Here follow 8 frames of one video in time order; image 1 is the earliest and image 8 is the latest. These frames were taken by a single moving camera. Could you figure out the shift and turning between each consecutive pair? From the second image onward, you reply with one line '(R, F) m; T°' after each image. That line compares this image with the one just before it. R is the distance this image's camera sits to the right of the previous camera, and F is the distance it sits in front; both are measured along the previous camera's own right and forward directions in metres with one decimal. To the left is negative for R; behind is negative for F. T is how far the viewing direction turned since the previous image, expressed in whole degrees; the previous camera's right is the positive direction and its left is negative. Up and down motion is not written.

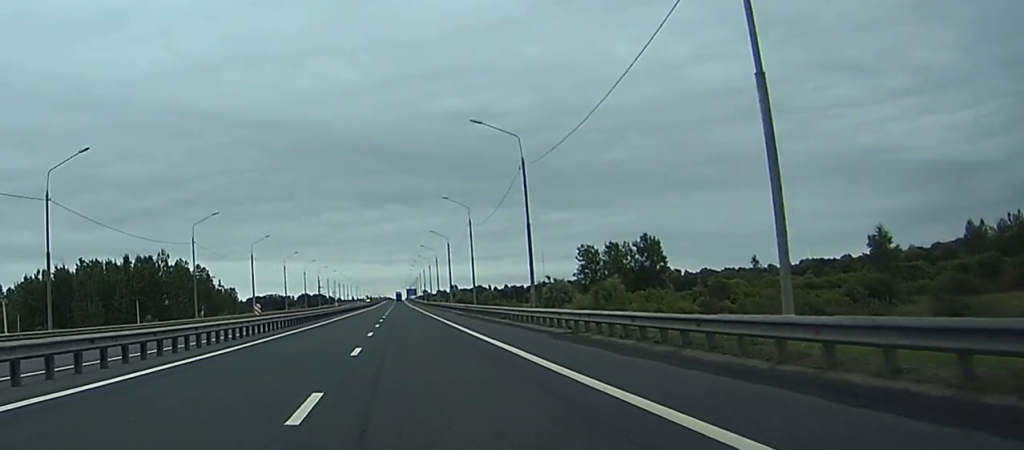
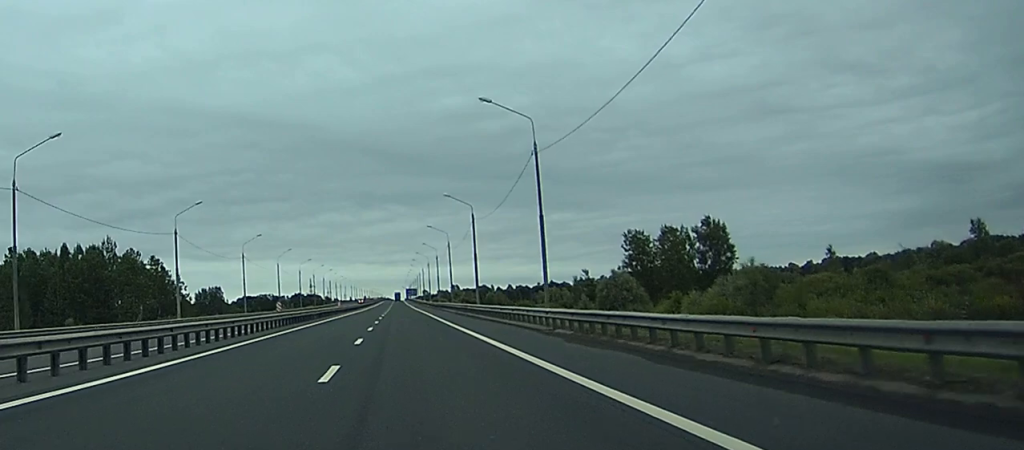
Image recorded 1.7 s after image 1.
(0.0, +43.1) m; 0°
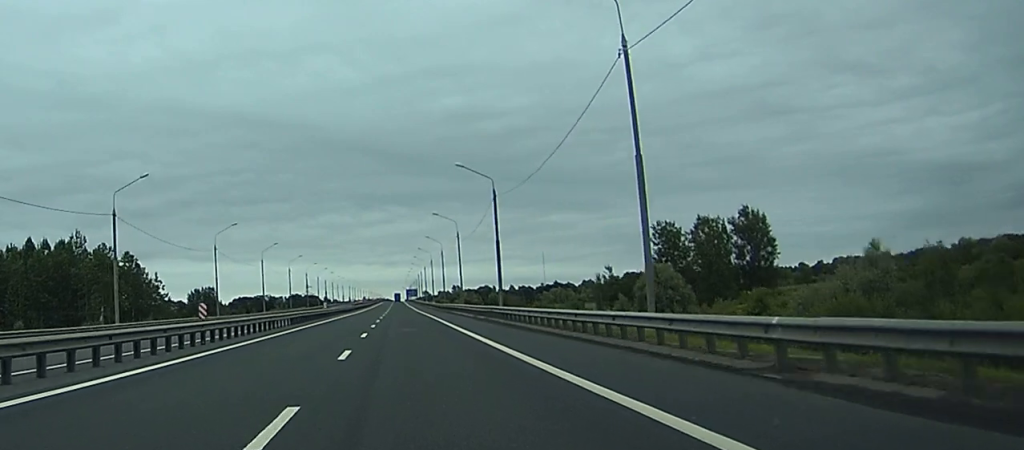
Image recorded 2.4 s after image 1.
(0.0, +18.7) m; 0°
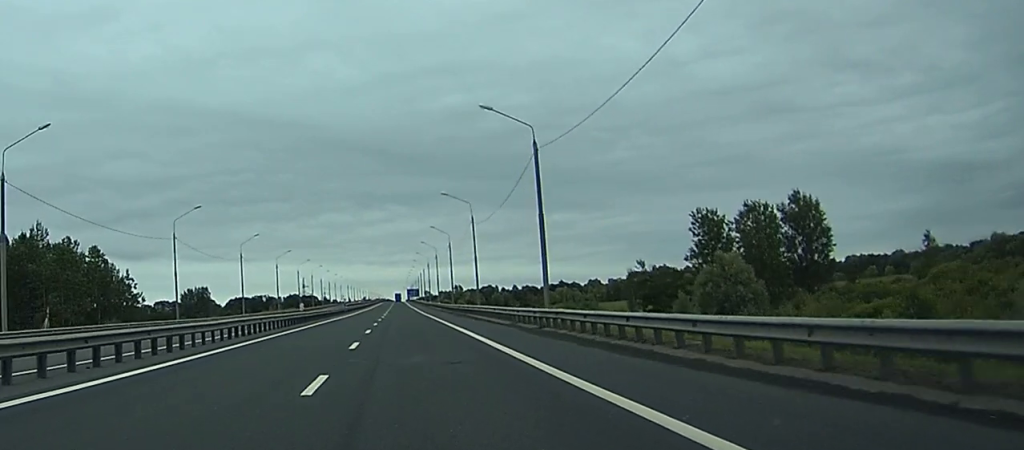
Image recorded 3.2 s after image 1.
(0.0, +19.5) m; 0°
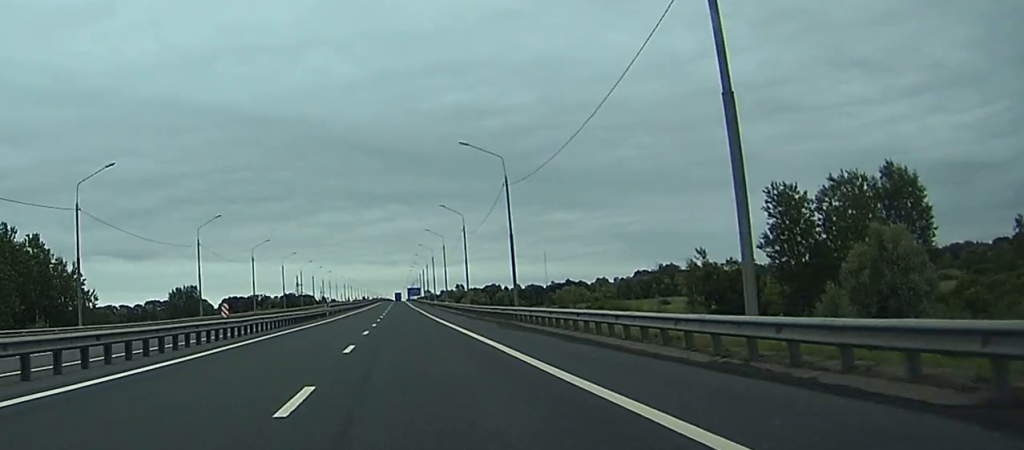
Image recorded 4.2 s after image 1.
(+0.1, +26.1) m; 0°
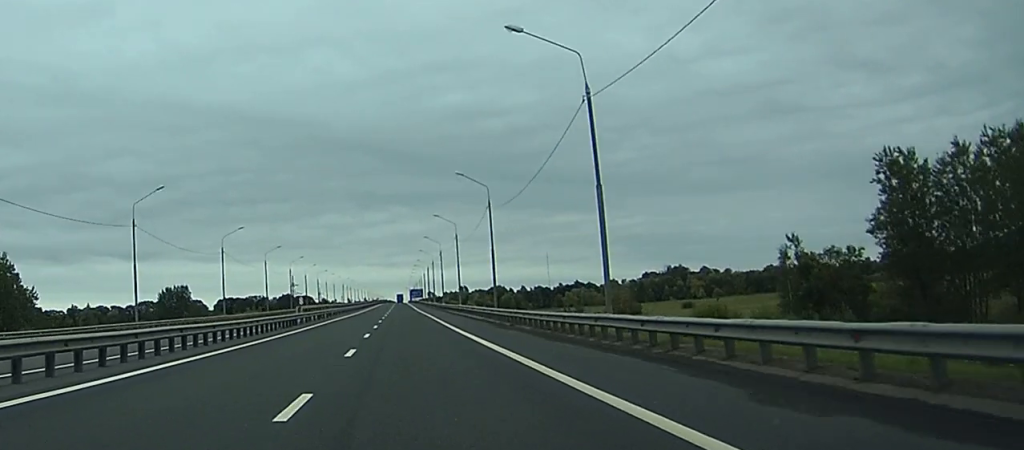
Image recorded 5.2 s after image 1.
(0.0, +24.2) m; 0°
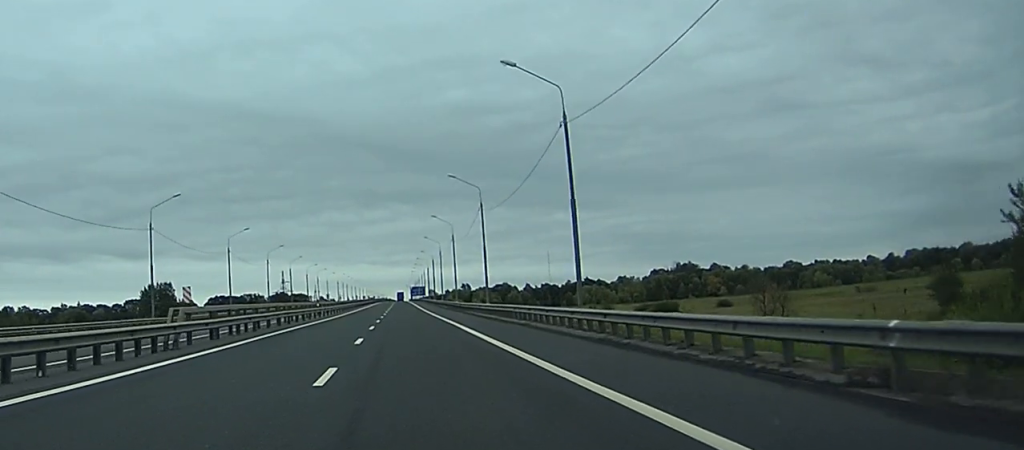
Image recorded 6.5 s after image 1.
(-0.1, +31.5) m; 0°
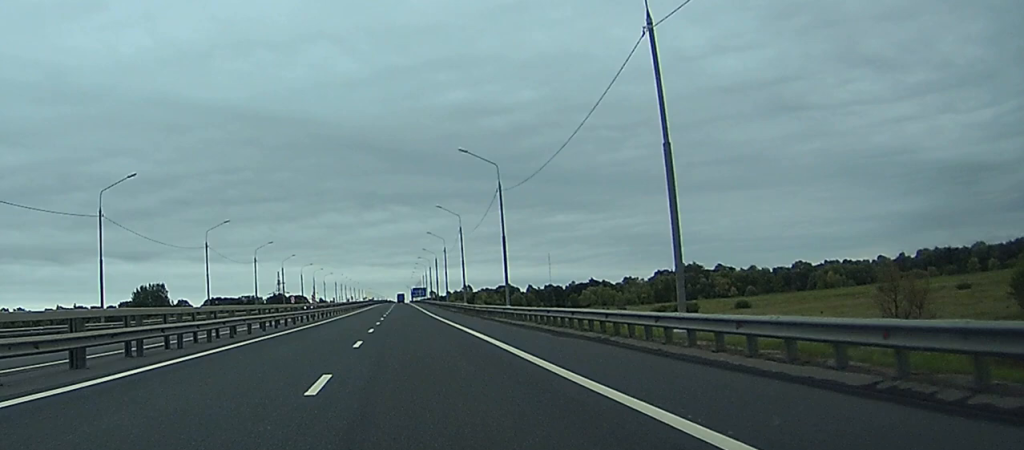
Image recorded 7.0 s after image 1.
(0.0, +13.2) m; 0°
